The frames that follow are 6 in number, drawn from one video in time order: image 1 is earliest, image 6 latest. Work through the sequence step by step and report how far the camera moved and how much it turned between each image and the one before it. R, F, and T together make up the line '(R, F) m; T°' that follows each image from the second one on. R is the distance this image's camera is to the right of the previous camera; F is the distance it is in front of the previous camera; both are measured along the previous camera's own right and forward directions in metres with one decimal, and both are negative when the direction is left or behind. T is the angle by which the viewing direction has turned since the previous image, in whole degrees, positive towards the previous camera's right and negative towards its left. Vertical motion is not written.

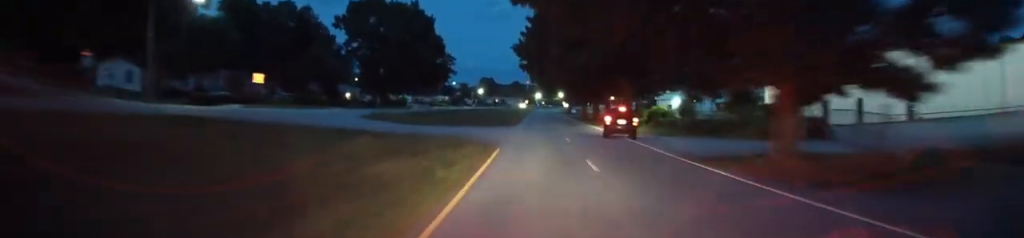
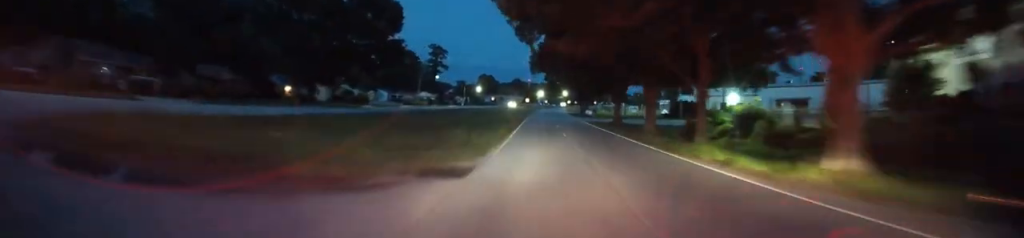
(-0.1, +33.0) m; 0°
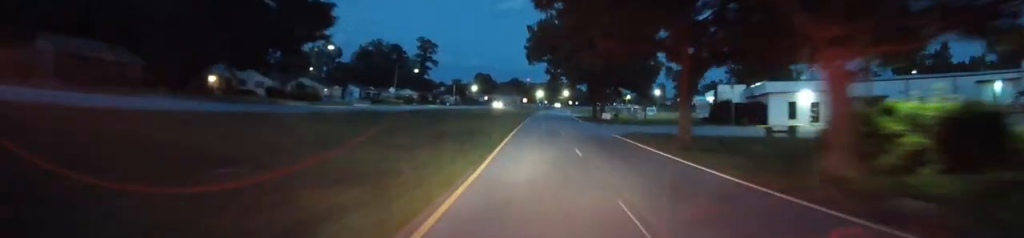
(-0.1, +23.8) m; 0°
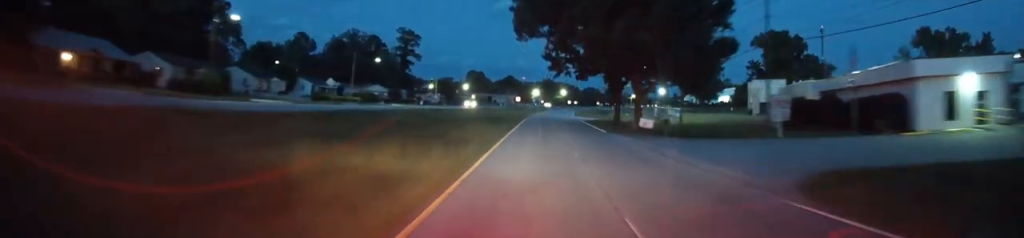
(-0.1, +26.3) m; 0°
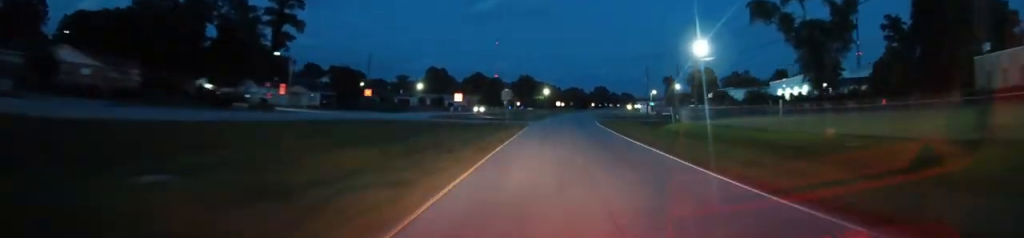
(+0.6, +87.3) m; +2°
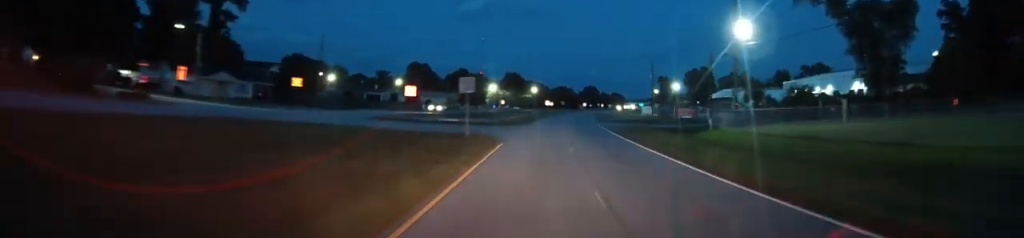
(+0.1, +19.5) m; +1°
